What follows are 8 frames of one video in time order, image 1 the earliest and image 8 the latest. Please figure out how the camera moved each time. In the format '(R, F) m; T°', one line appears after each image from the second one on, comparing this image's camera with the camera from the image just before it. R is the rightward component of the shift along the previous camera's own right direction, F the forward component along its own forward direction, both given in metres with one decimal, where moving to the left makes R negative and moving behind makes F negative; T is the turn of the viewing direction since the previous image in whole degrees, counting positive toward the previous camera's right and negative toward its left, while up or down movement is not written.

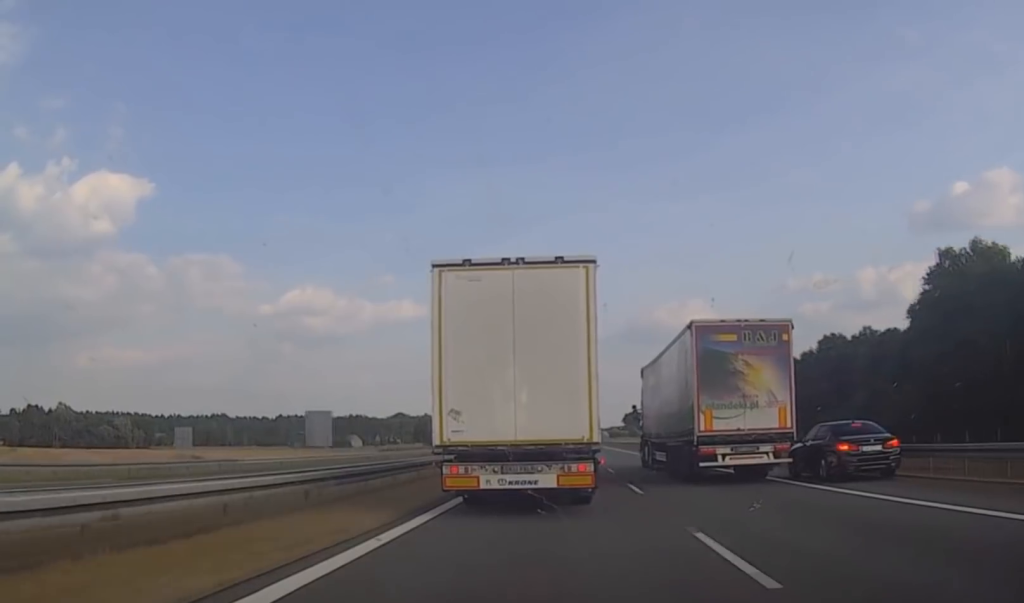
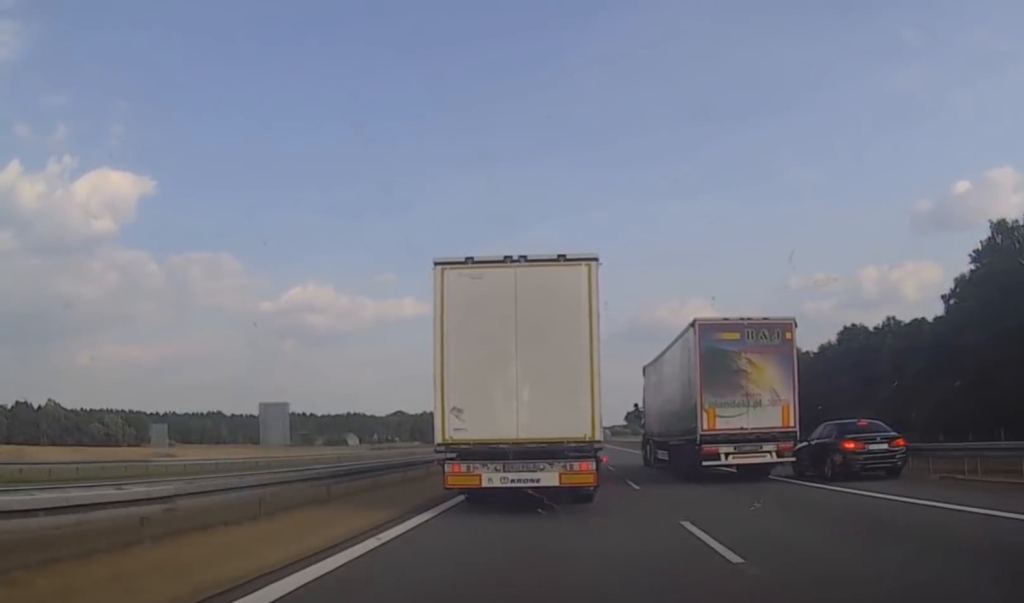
(0.0, +11.0) m; 0°
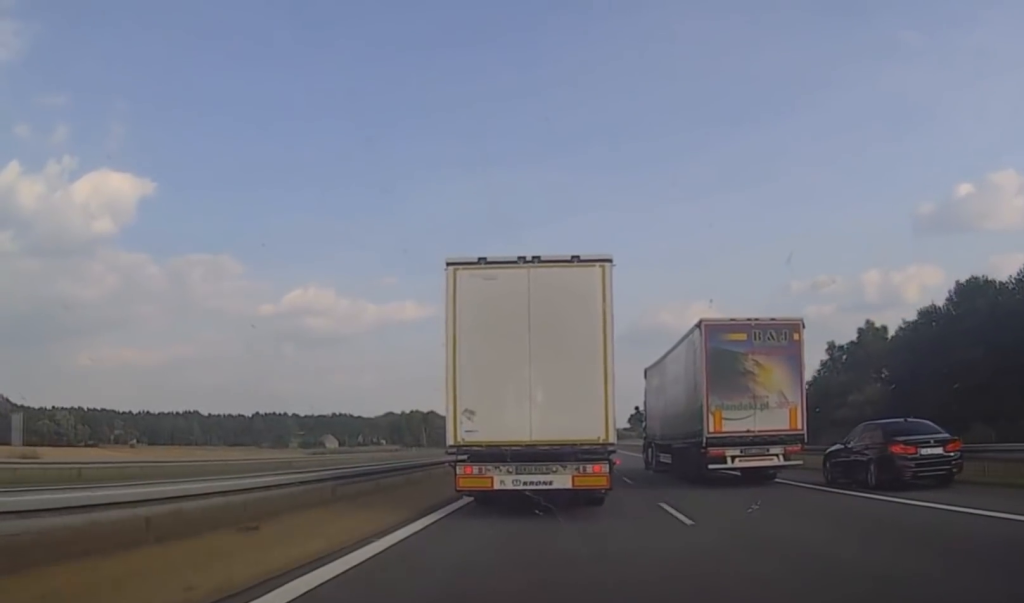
(0.0, +45.5) m; 0°
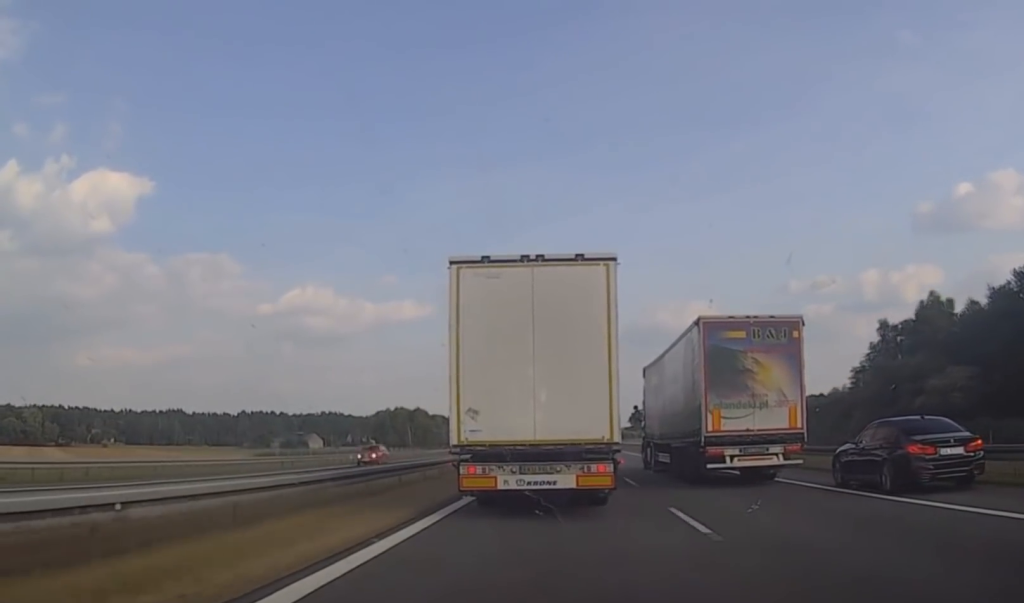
(0.0, +26.4) m; 0°
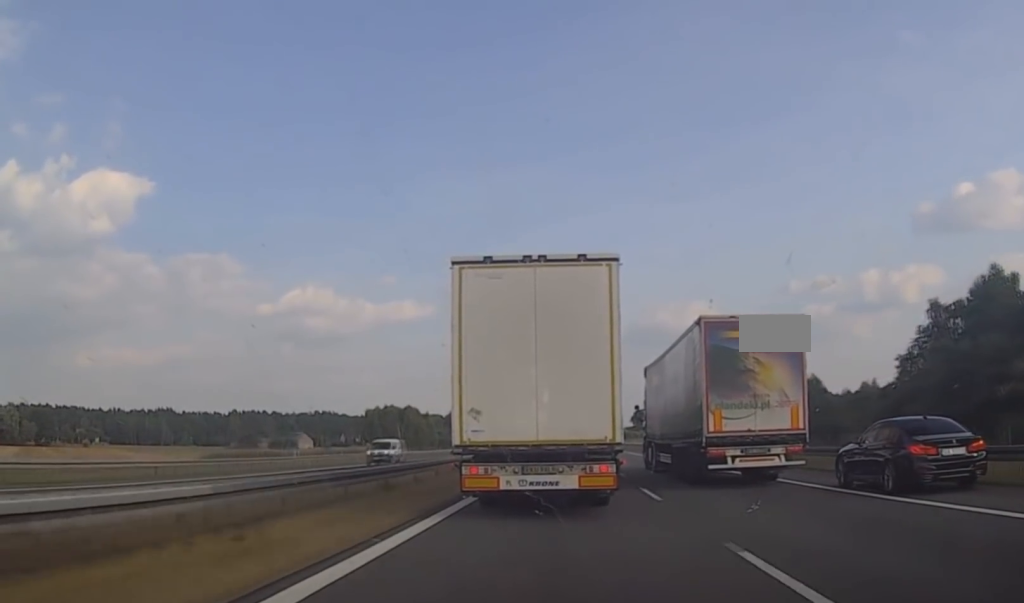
(0.0, +18.3) m; 0°
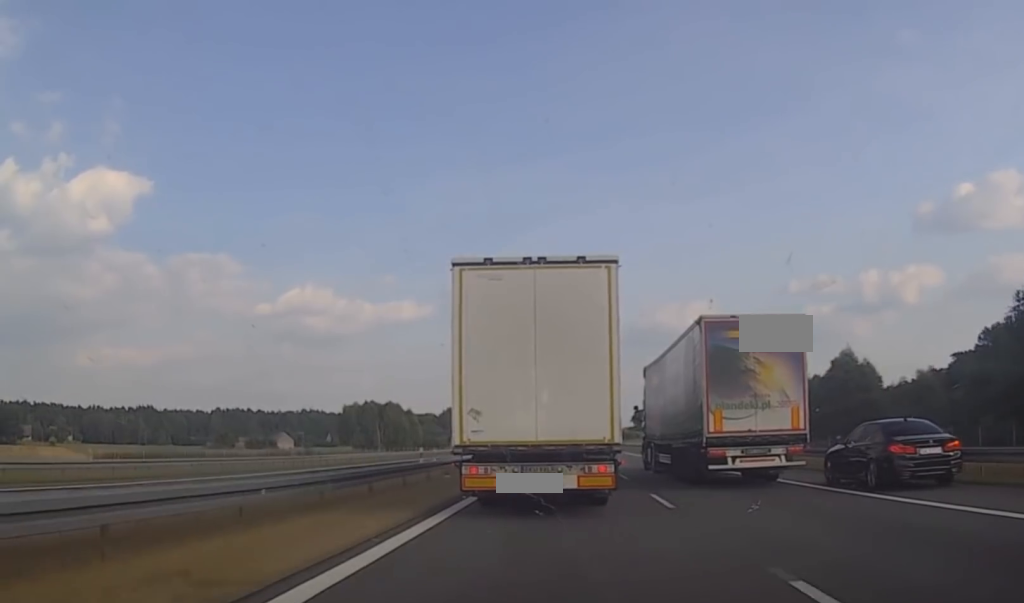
(0.0, +32.4) m; 0°
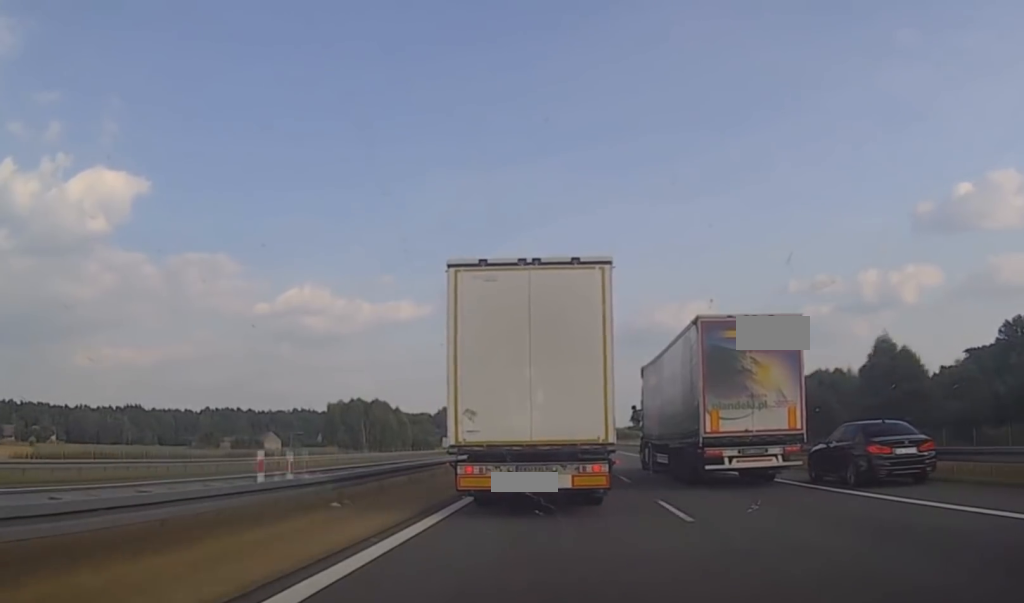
(0.0, +15.1) m; 0°
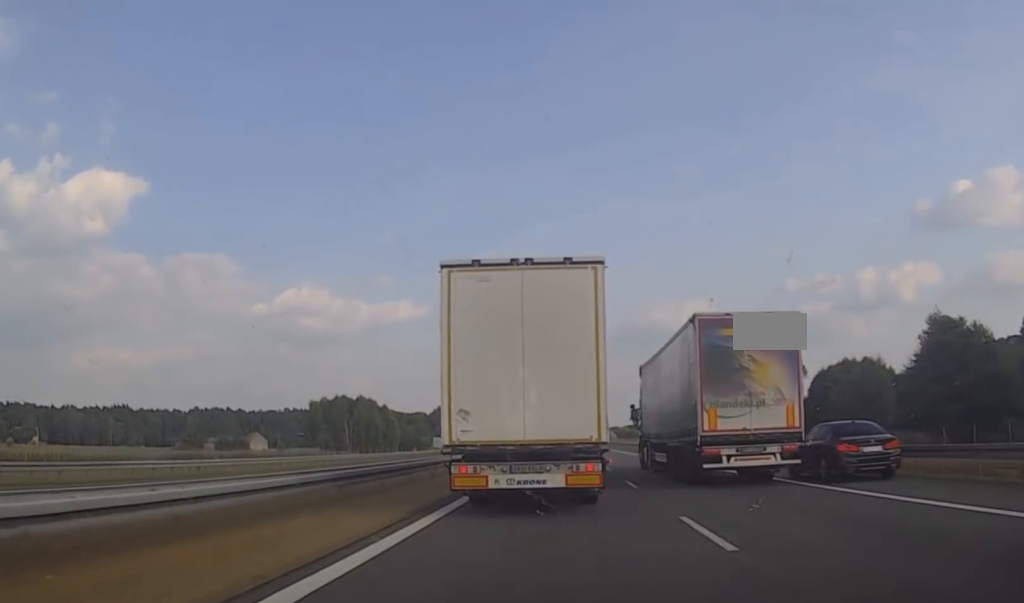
(0.0, +16.6) m; 0°
